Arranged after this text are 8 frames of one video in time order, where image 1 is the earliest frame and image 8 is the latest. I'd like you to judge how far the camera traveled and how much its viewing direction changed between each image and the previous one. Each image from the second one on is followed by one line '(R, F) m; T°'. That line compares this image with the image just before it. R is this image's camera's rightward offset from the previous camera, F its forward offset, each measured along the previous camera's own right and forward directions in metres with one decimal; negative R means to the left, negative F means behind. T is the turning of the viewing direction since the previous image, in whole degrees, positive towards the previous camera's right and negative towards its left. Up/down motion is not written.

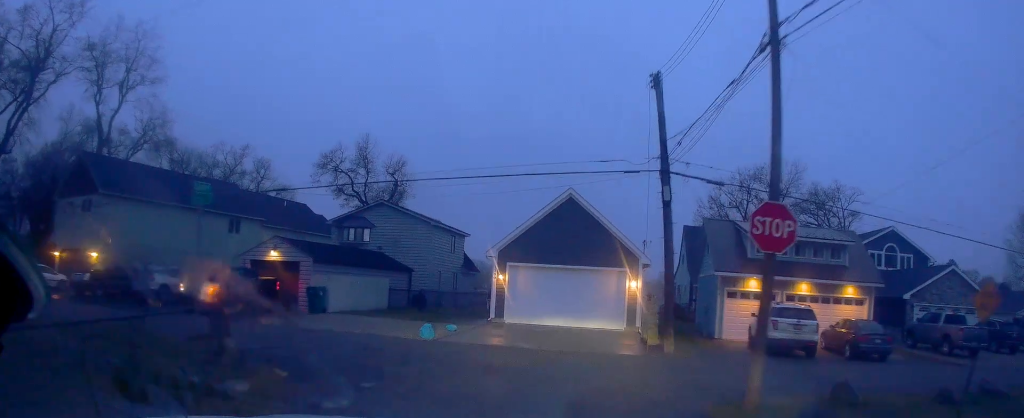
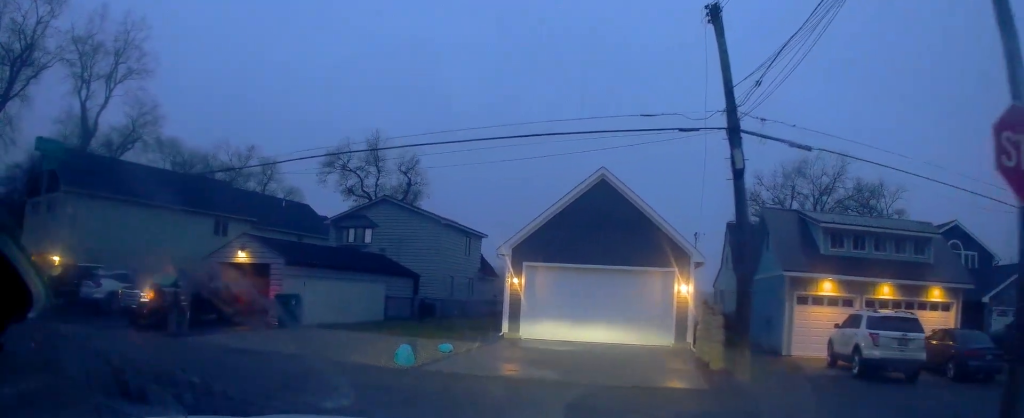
(-0.4, +5.9) m; -10°
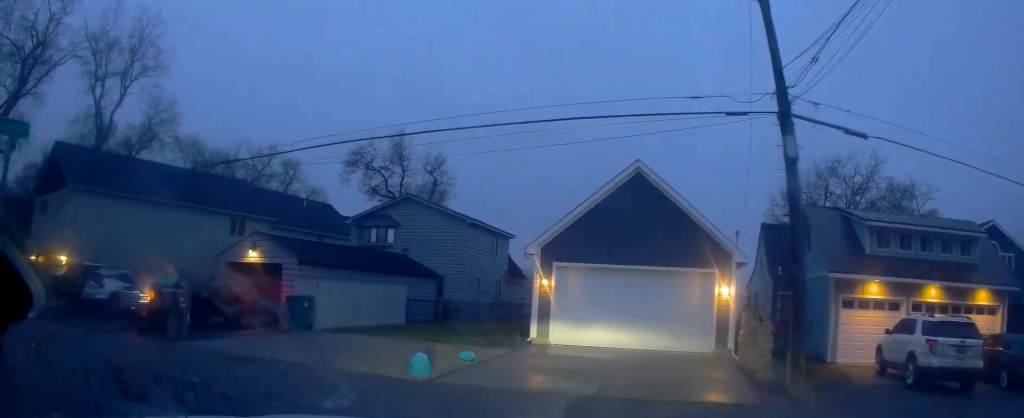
(-0.1, +1.7) m; -3°
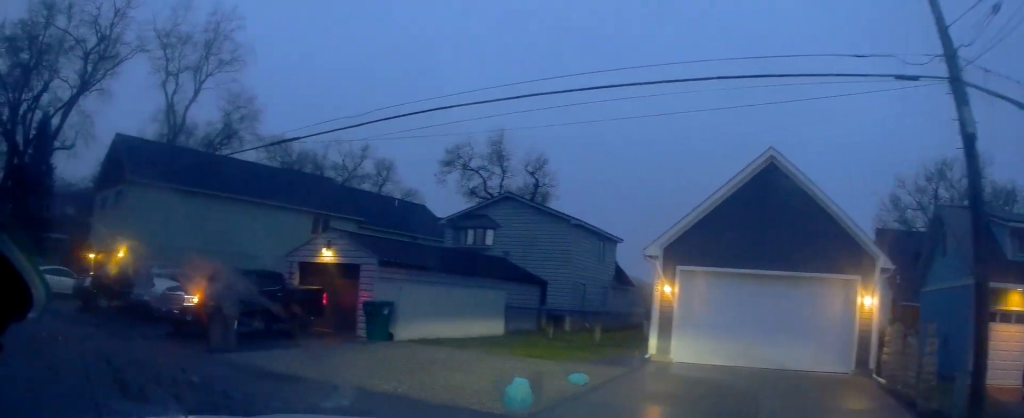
(0.0, +3.2) m; -6°
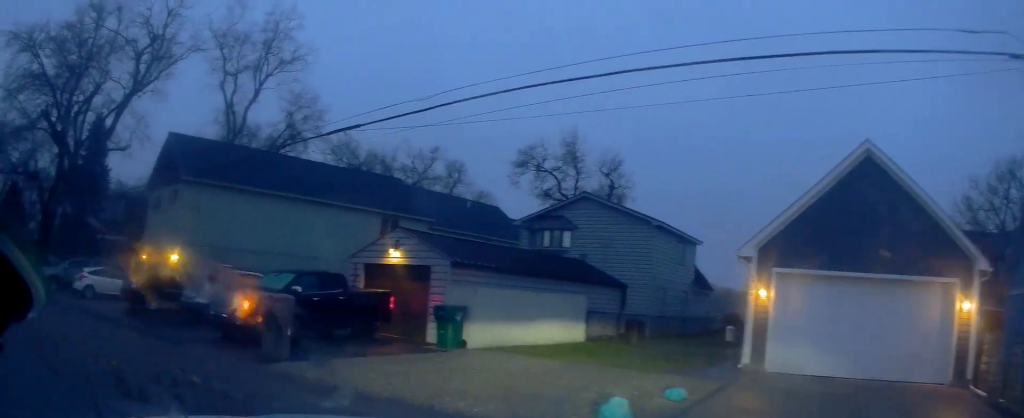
(+0.1, +1.3) m; -10°
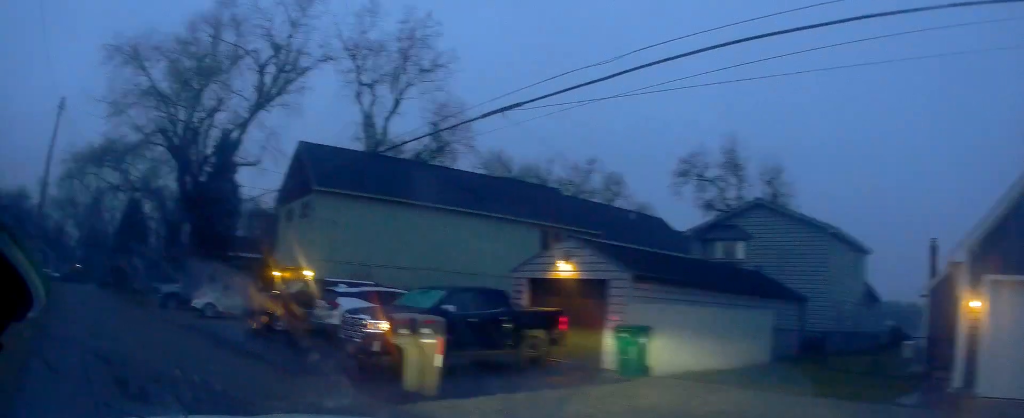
(-0.4, +2.2) m; -21°
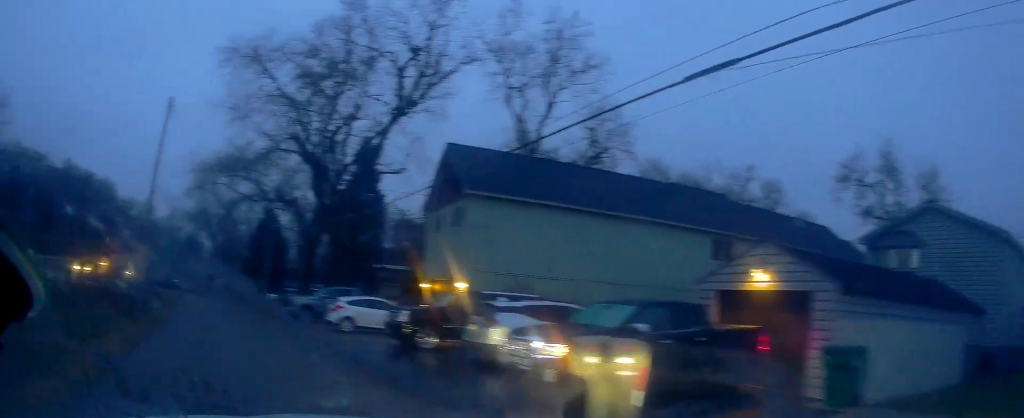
(-0.3, +2.1) m; -19°
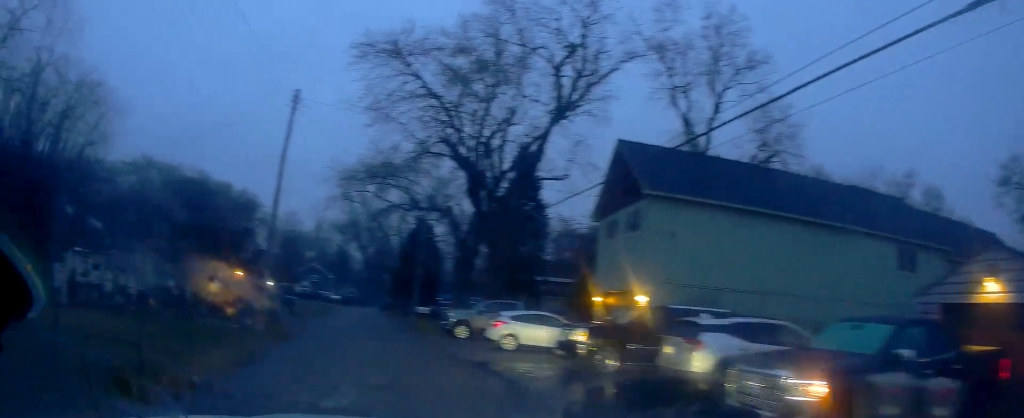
(-0.3, +2.4) m; -18°
